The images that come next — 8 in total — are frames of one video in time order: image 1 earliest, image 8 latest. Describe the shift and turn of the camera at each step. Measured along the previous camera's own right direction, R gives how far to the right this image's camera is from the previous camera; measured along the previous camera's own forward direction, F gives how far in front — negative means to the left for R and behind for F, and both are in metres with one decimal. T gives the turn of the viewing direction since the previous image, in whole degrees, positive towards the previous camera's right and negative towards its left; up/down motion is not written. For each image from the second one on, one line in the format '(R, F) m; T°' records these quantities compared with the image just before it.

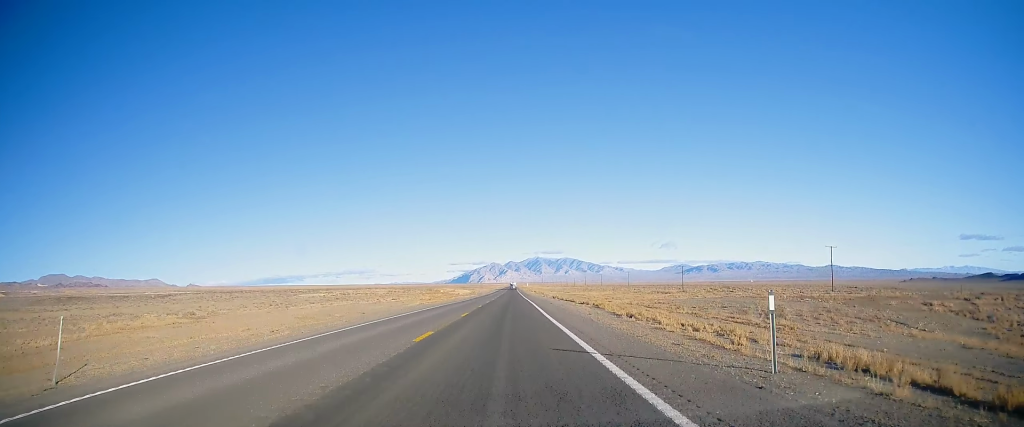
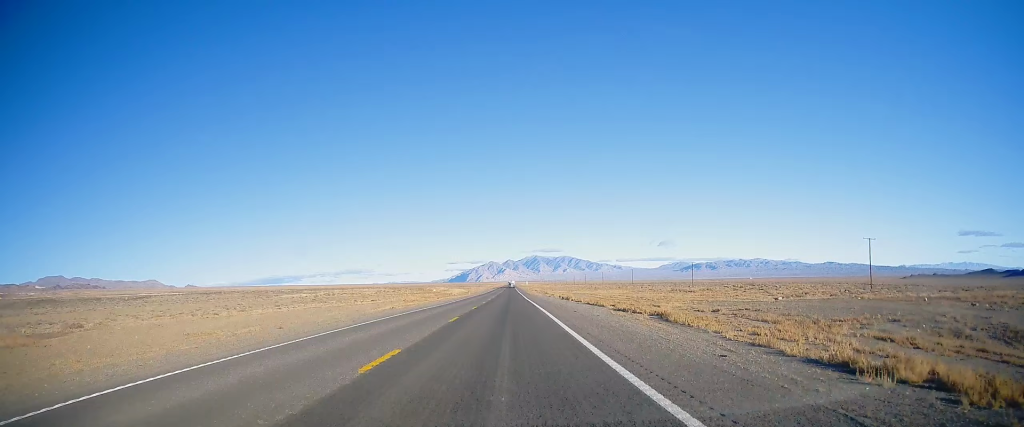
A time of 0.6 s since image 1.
(+0.3, +17.2) m; +1°
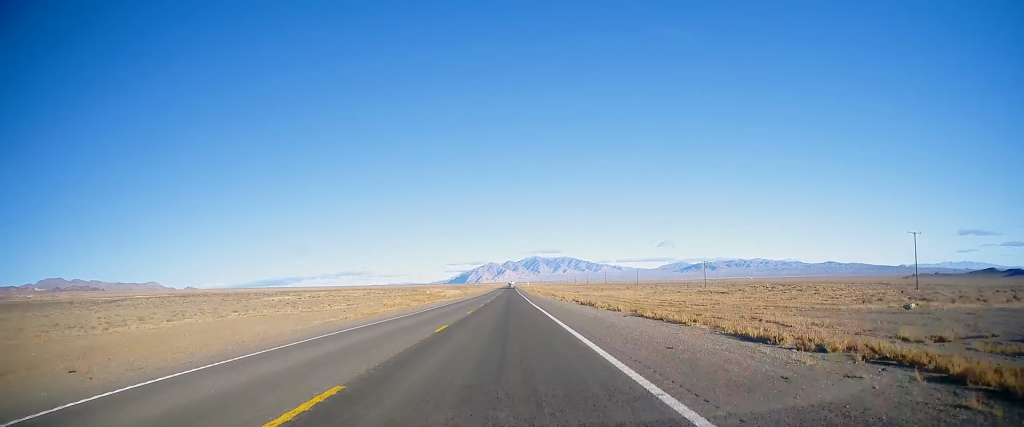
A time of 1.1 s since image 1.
(+0.1, +16.2) m; 0°
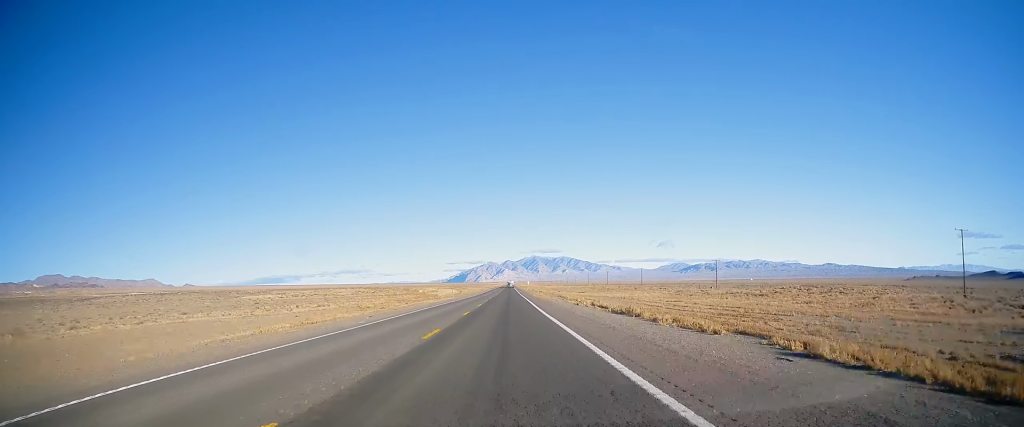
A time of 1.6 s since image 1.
(0.0, +14.2) m; 0°
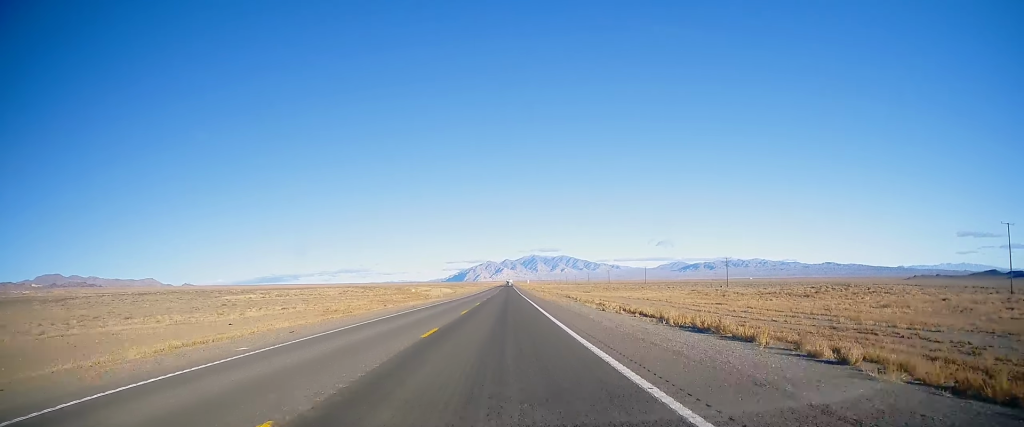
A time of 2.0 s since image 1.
(0.0, +12.2) m; 0°
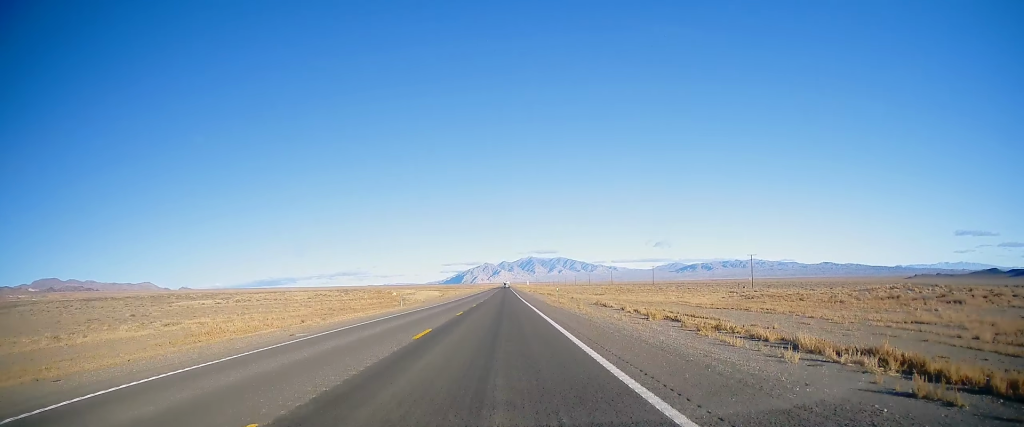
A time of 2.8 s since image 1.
(0.0, +24.6) m; 0°
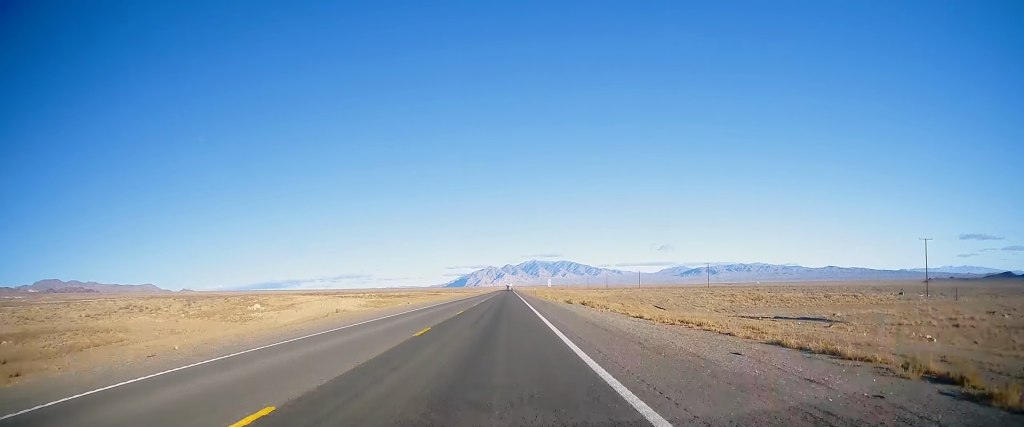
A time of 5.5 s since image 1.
(0.0, +84.5) m; 0°
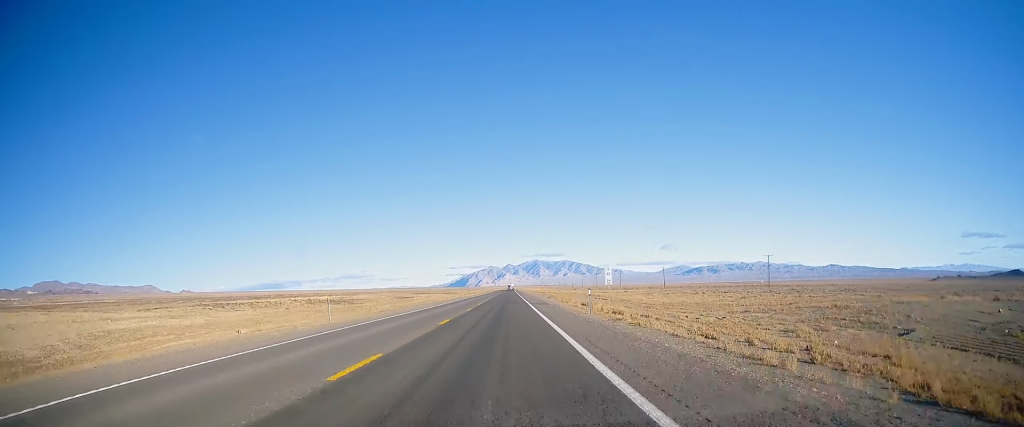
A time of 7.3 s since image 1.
(-0.3, +55.8) m; 0°
